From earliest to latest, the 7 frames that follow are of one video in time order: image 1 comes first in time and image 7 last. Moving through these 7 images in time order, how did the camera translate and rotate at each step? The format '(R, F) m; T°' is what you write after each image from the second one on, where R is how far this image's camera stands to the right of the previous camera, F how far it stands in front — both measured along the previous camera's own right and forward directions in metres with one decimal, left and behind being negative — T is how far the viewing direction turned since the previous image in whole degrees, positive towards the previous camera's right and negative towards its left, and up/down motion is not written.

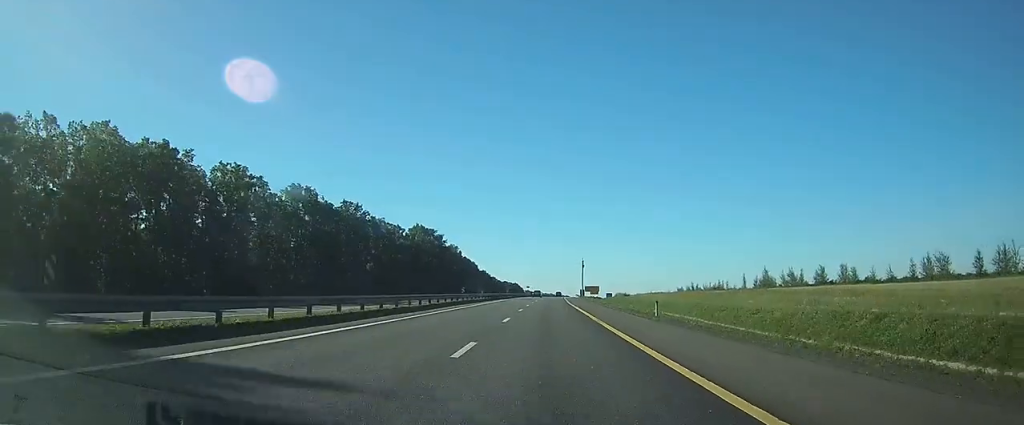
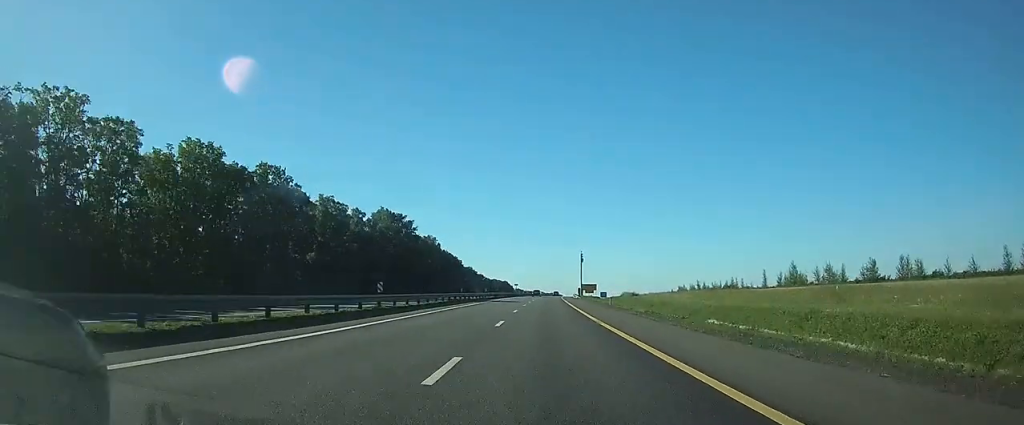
(+0.1, +27.3) m; 0°
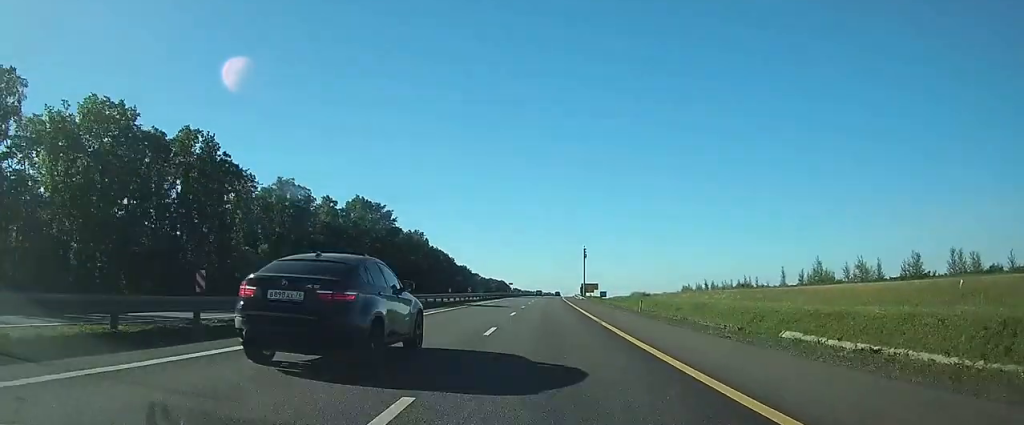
(0.0, +16.1) m; 0°
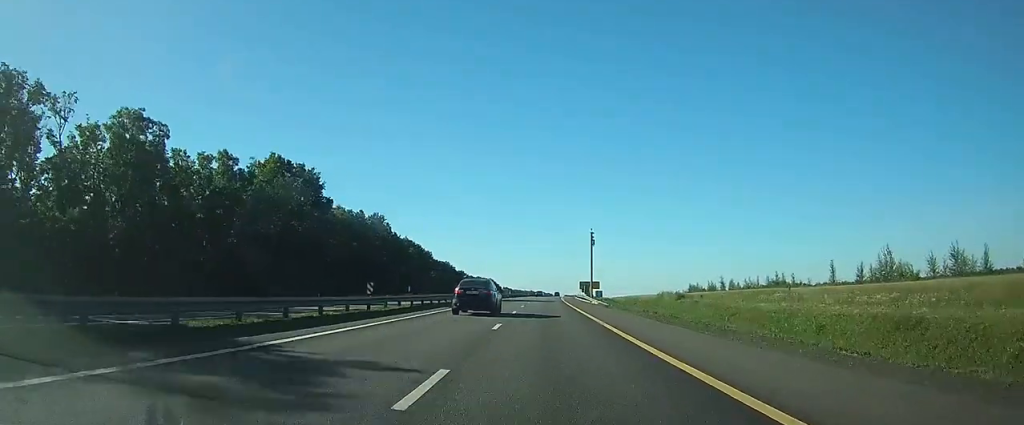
(+0.2, +34.1) m; +1°
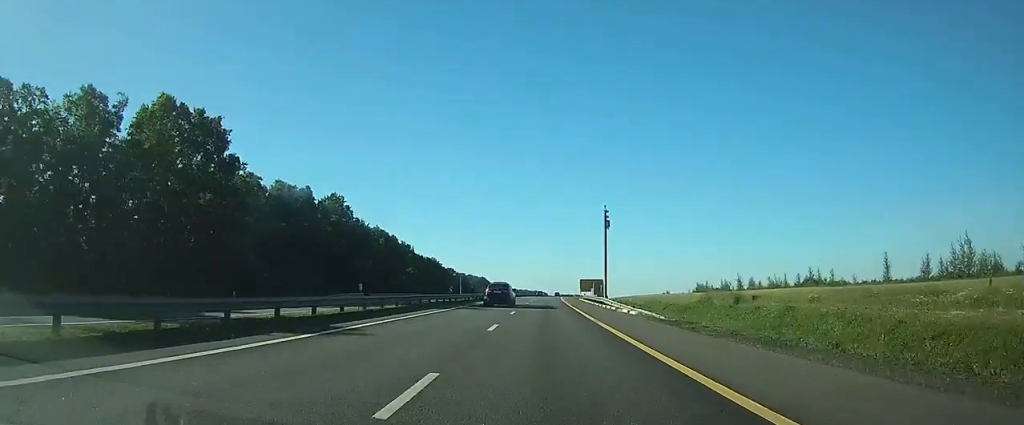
(+0.1, +24.7) m; 0°
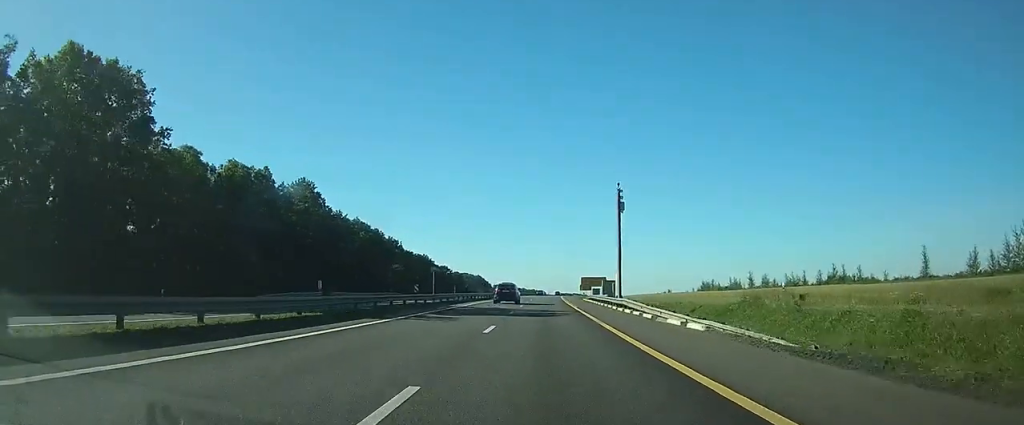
(0.0, +13.3) m; 0°
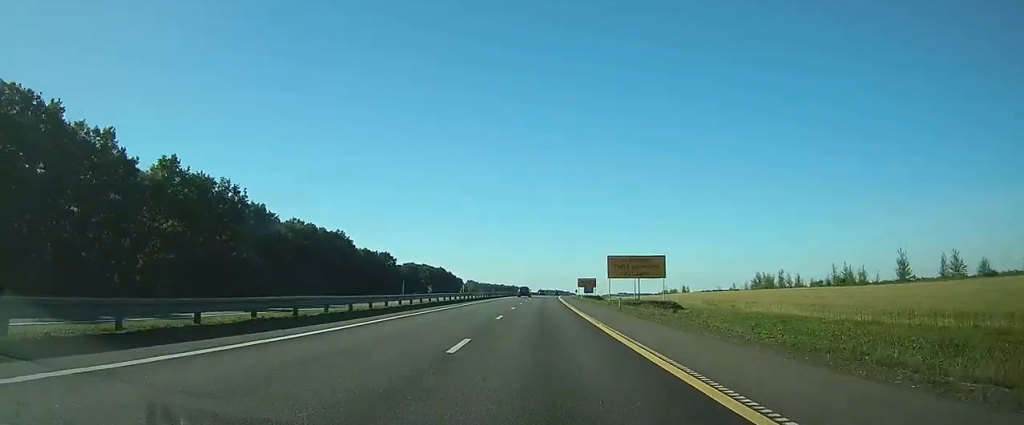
(+2.0, +89.4) m; +2°
